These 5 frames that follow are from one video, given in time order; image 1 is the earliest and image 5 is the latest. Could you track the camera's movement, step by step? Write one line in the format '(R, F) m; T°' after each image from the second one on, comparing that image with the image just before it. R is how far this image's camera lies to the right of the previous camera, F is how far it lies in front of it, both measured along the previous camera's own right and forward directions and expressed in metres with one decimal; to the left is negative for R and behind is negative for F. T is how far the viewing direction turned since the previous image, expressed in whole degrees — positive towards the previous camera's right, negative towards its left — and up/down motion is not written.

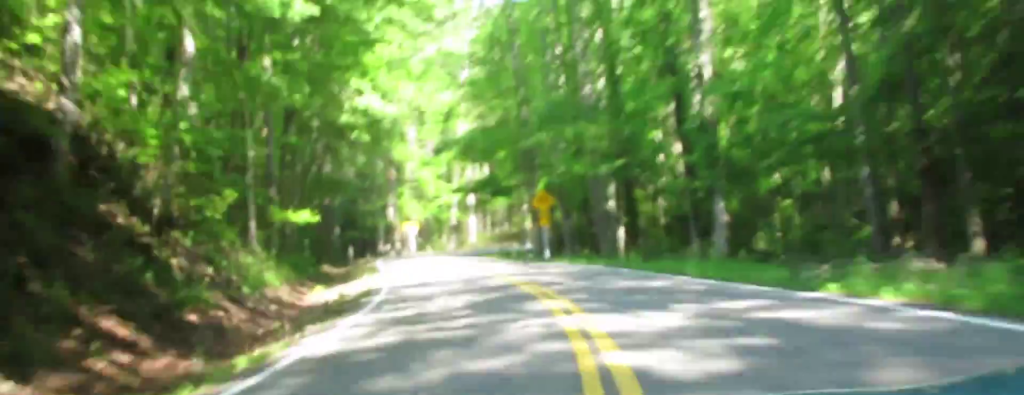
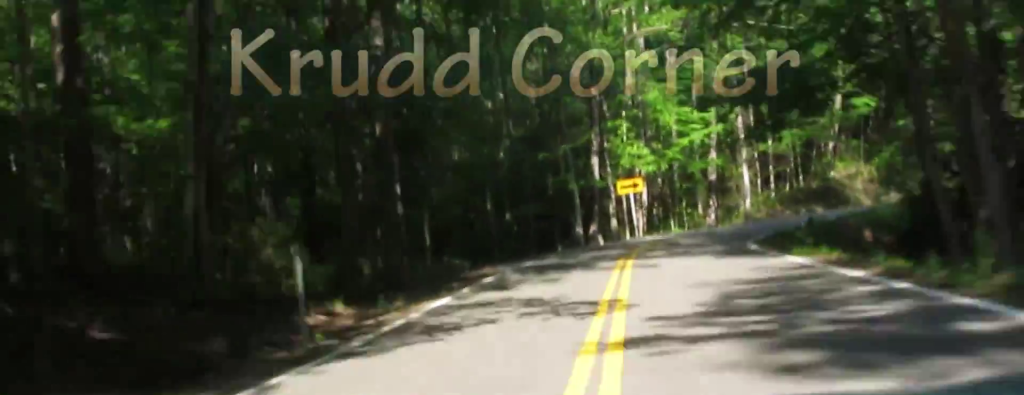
(-0.1, +44.8) m; +8°
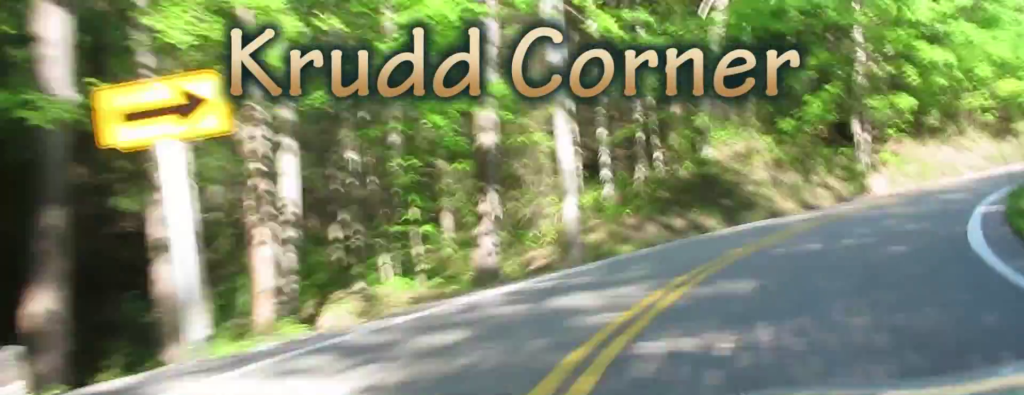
(+9.6, +24.5) m; +42°
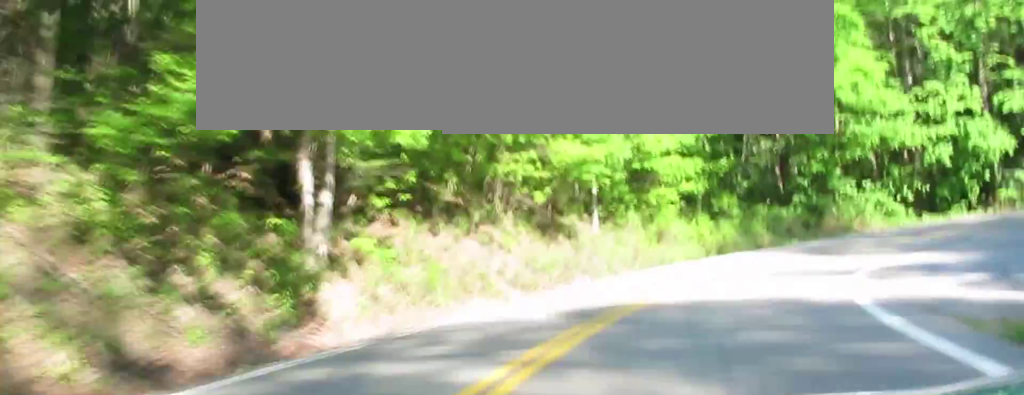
(+0.7, +18.6) m; -1°
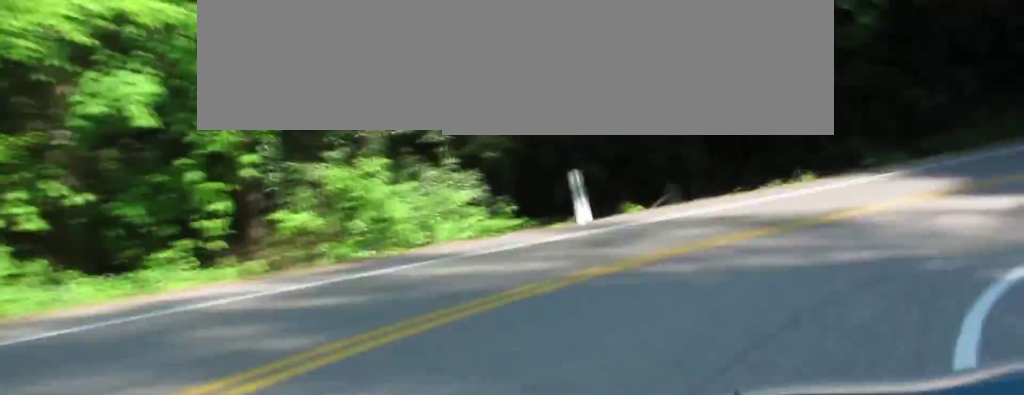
(+4.1, +18.1) m; +76°
